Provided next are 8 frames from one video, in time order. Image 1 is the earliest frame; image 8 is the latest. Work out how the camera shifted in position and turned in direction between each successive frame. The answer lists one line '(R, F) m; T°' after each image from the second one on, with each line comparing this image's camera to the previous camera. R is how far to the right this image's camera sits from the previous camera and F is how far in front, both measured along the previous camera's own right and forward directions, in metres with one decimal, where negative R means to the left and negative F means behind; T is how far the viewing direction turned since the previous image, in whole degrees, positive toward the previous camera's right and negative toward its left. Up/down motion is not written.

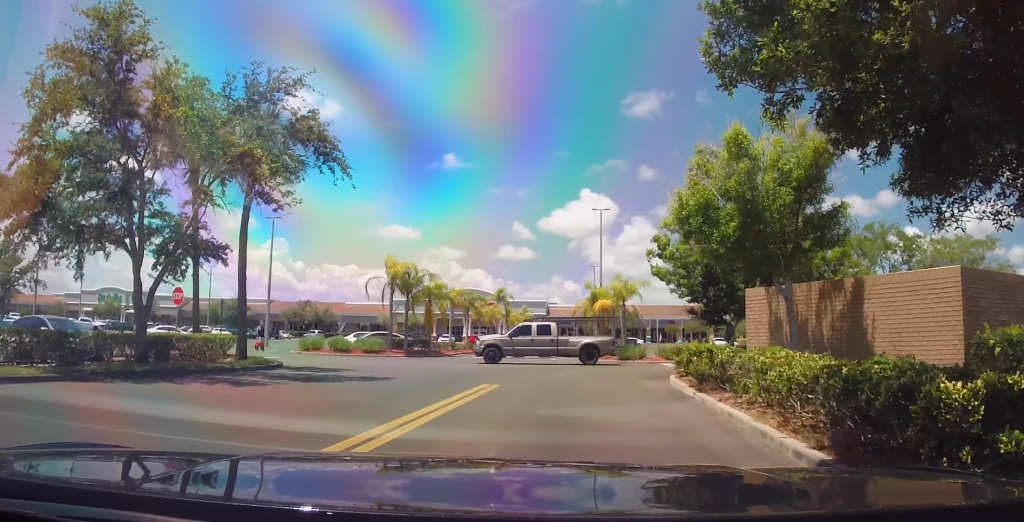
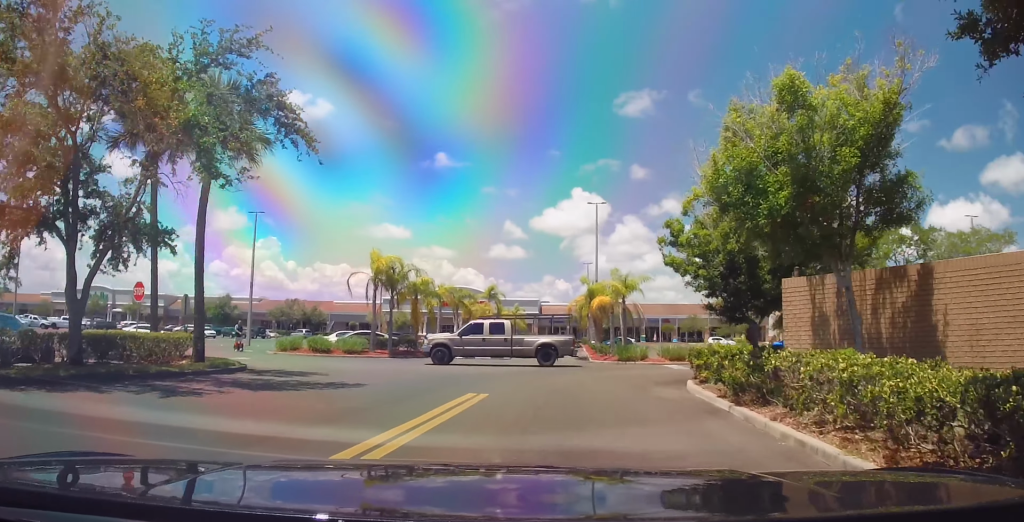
(0.0, +2.3) m; 0°
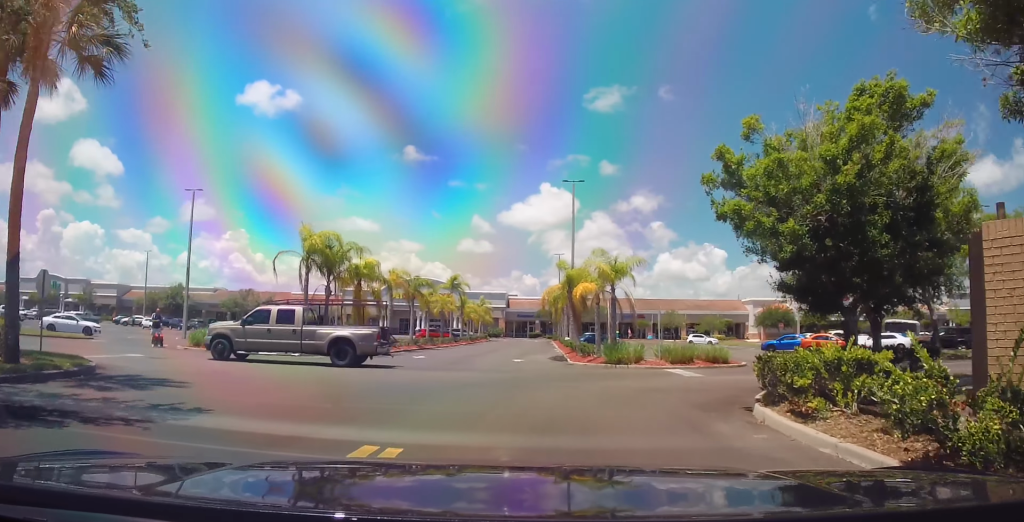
(+0.1, +6.1) m; +2°
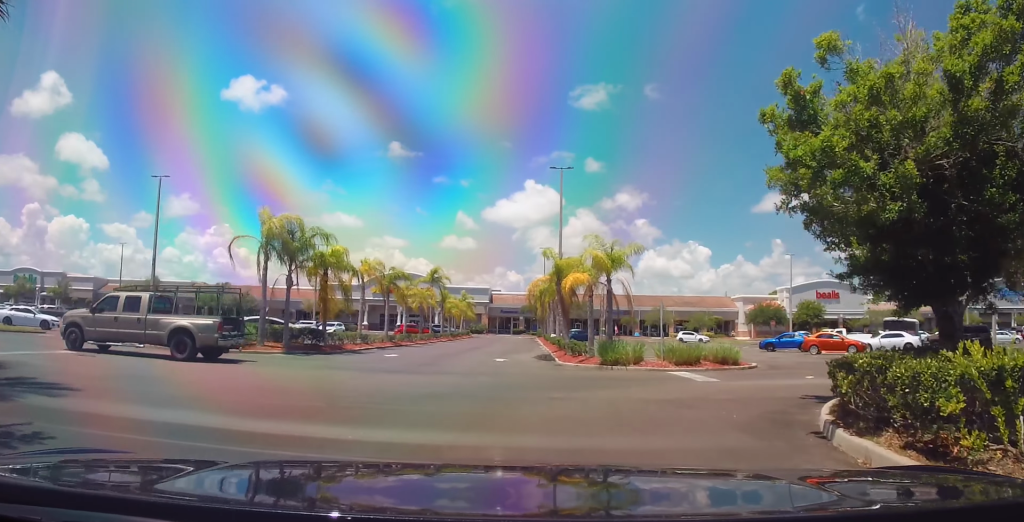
(0.0, +3.1) m; +1°
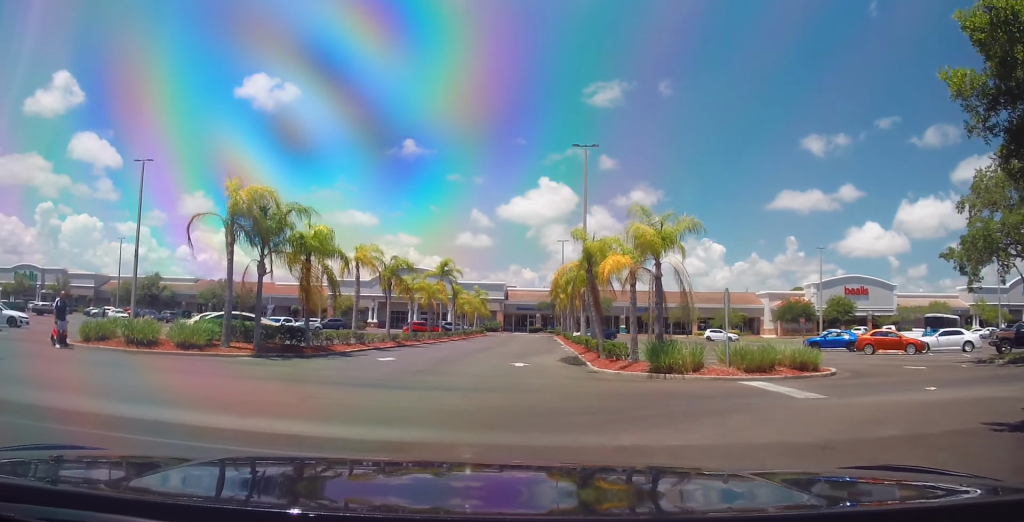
(0.0, +6.6) m; -5°
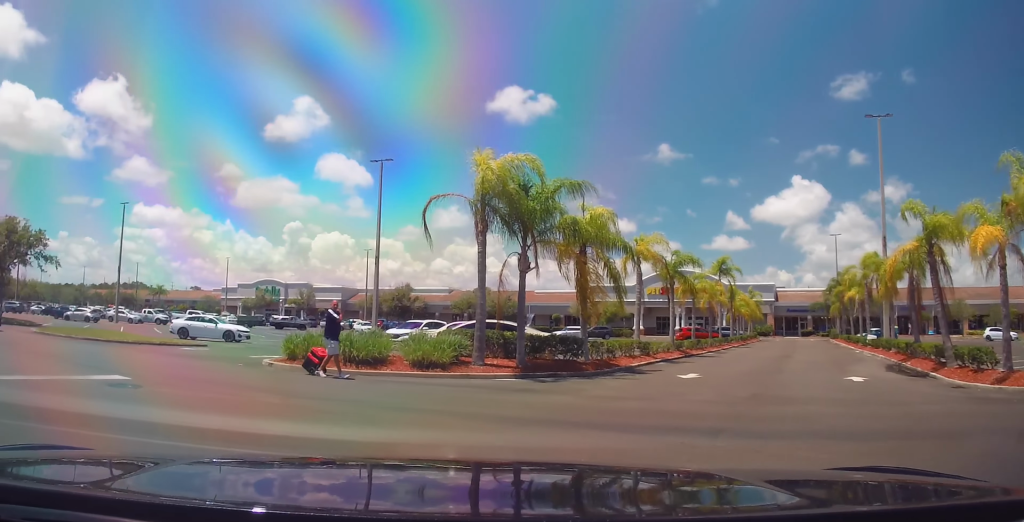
(-1.2, +6.4) m; -25°
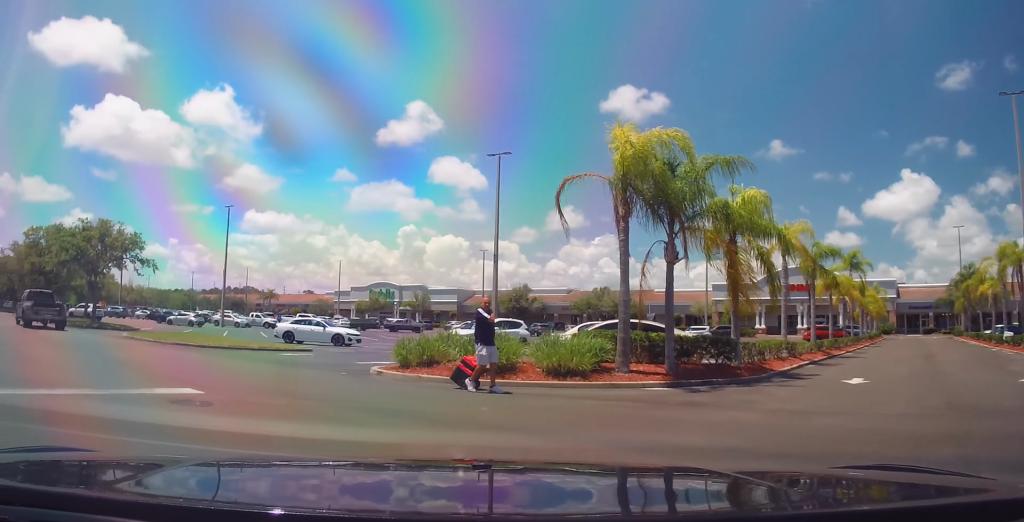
(-0.3, +2.3) m; -12°
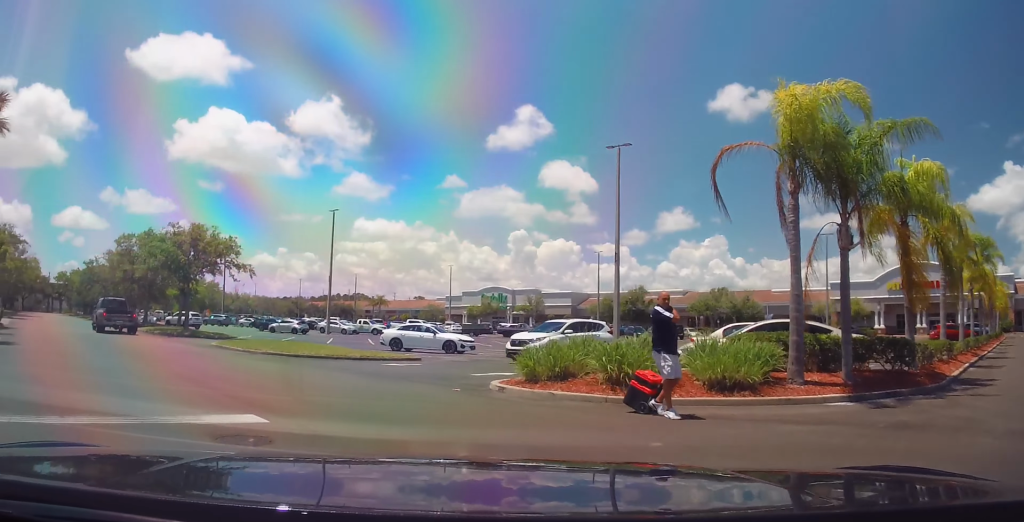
(-0.2, +2.3) m; -10°
